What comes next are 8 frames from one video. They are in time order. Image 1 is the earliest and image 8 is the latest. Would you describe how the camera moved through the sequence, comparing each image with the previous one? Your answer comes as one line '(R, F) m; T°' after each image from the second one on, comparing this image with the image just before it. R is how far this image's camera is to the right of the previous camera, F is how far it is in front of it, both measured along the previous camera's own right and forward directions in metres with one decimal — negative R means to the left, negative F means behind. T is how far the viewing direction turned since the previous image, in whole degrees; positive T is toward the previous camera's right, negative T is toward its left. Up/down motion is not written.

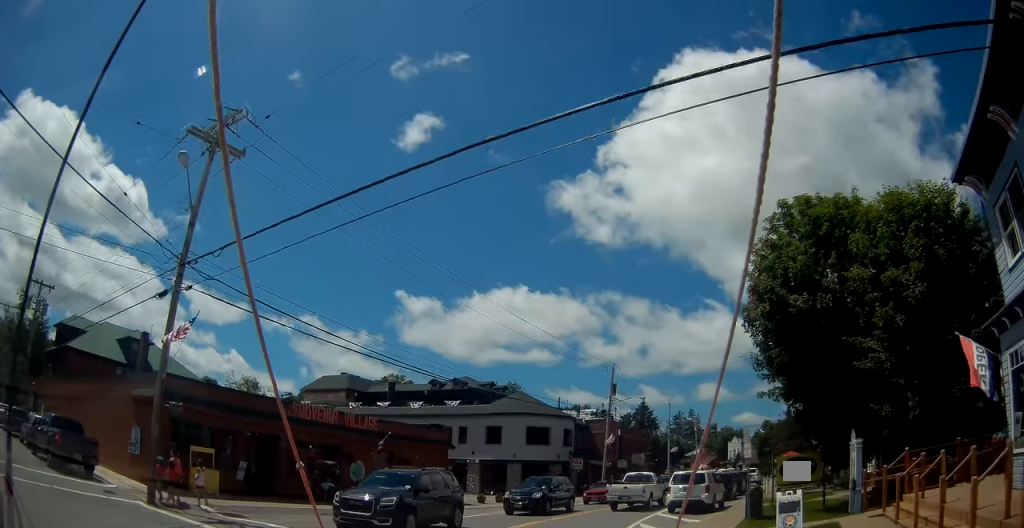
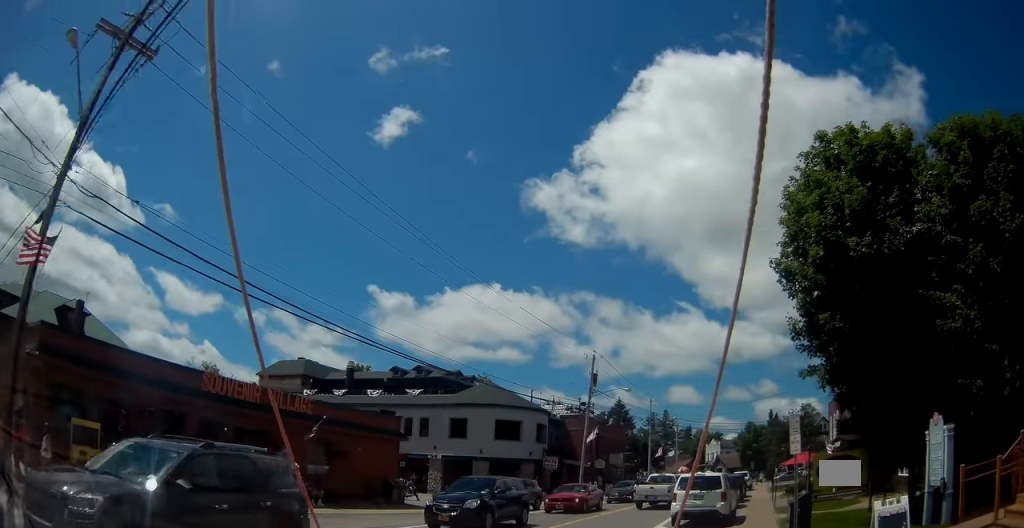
(0.0, +5.0) m; 0°
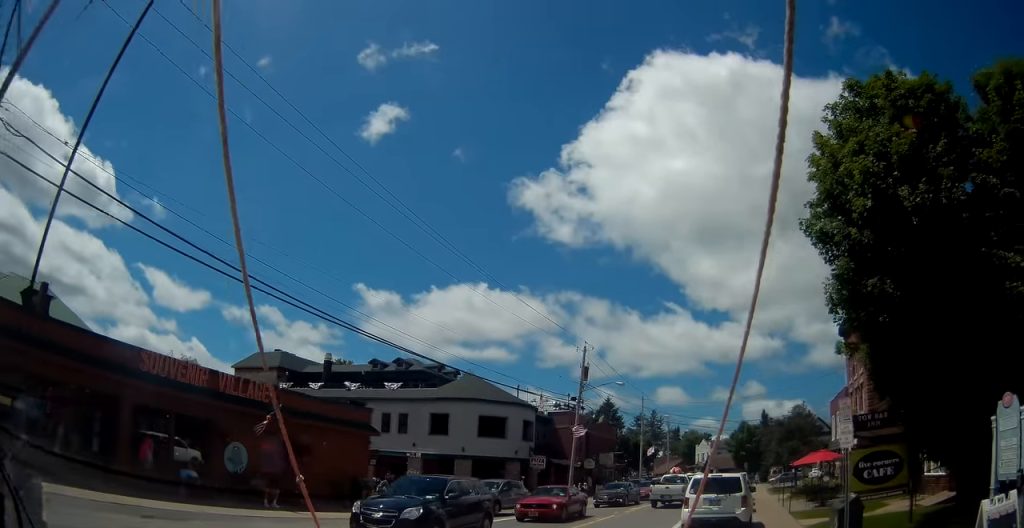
(-0.2, +3.1) m; +1°
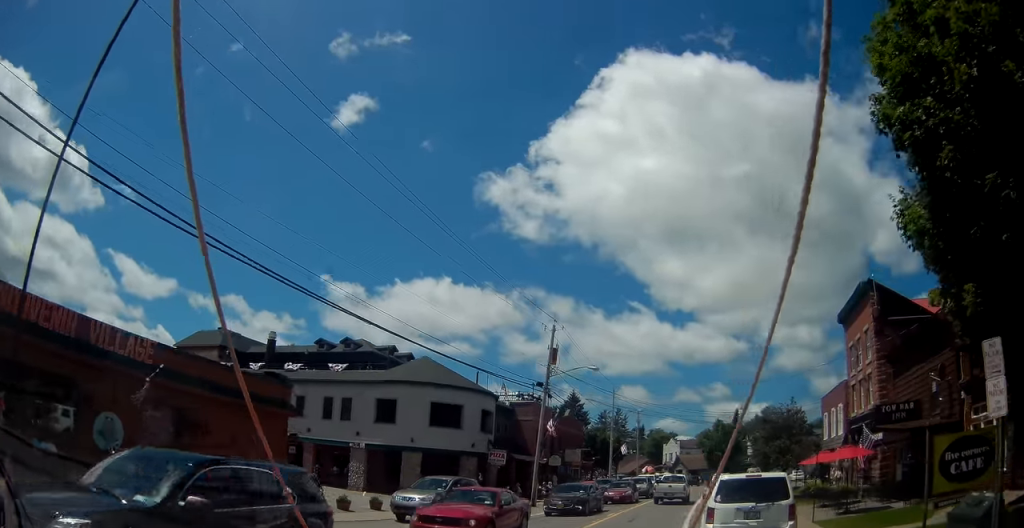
(+0.4, +5.3) m; +7°
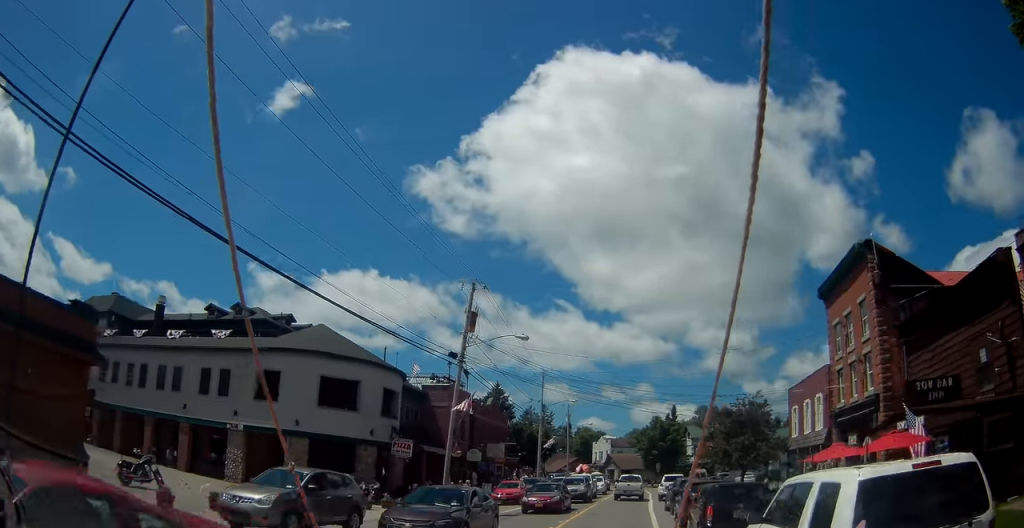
(+0.5, +7.2) m; +8°
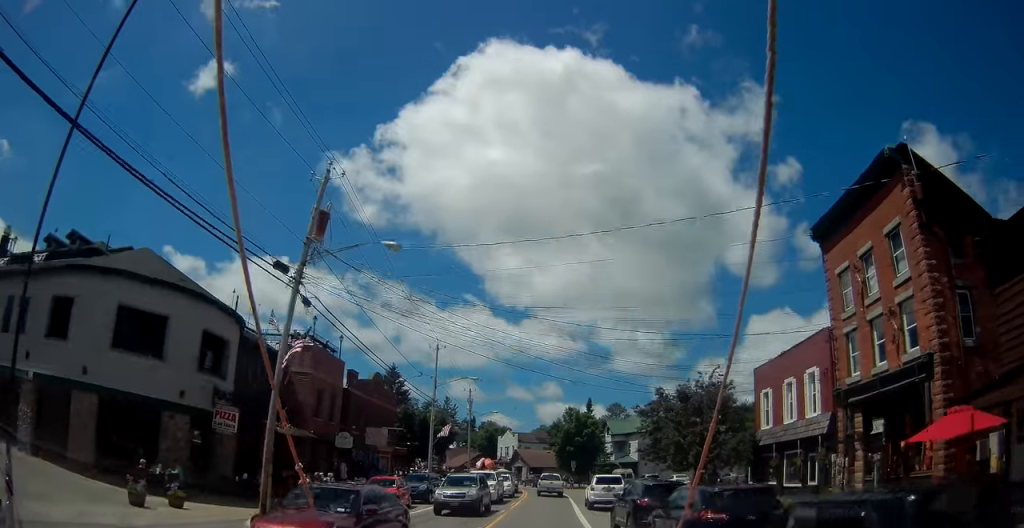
(+1.0, +9.4) m; +8°
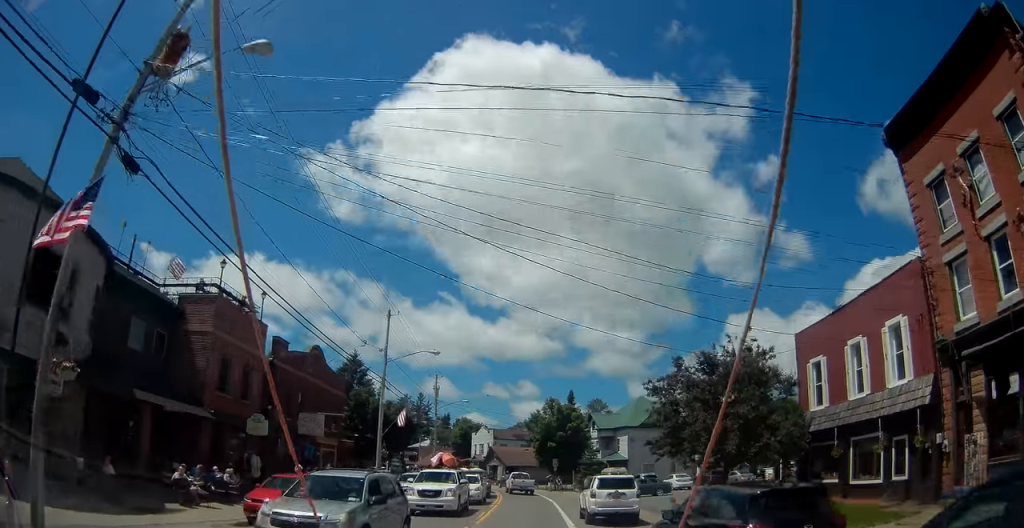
(-0.2, +8.1) m; 0°
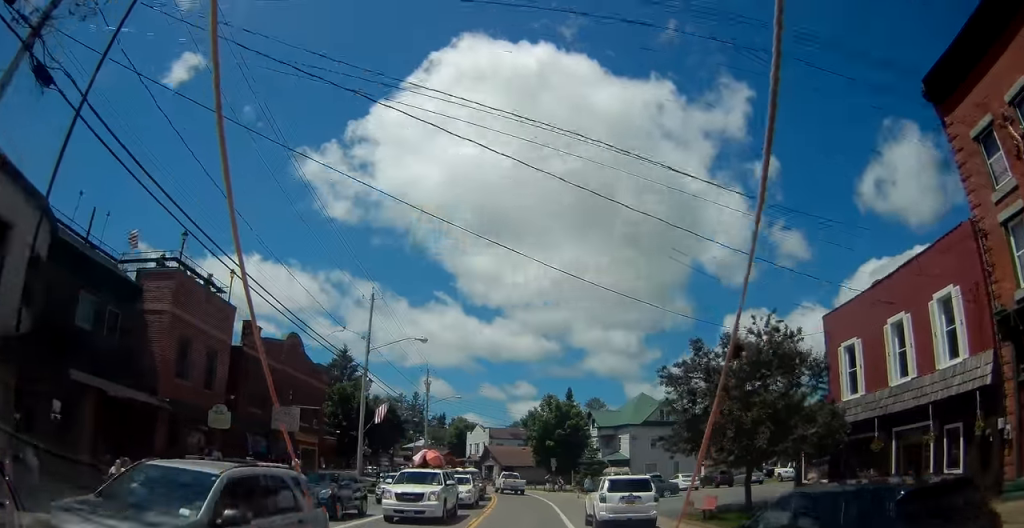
(0.0, +3.0) m; +2°
